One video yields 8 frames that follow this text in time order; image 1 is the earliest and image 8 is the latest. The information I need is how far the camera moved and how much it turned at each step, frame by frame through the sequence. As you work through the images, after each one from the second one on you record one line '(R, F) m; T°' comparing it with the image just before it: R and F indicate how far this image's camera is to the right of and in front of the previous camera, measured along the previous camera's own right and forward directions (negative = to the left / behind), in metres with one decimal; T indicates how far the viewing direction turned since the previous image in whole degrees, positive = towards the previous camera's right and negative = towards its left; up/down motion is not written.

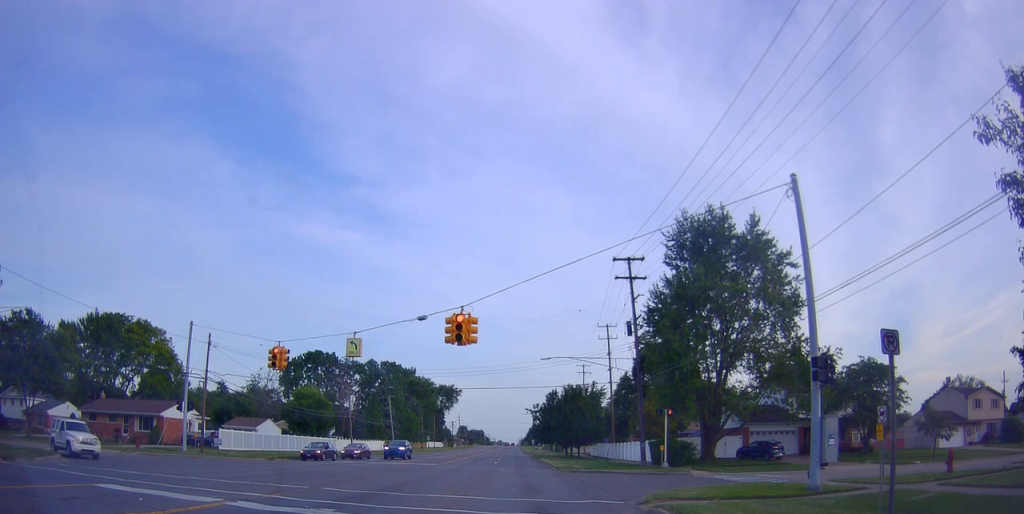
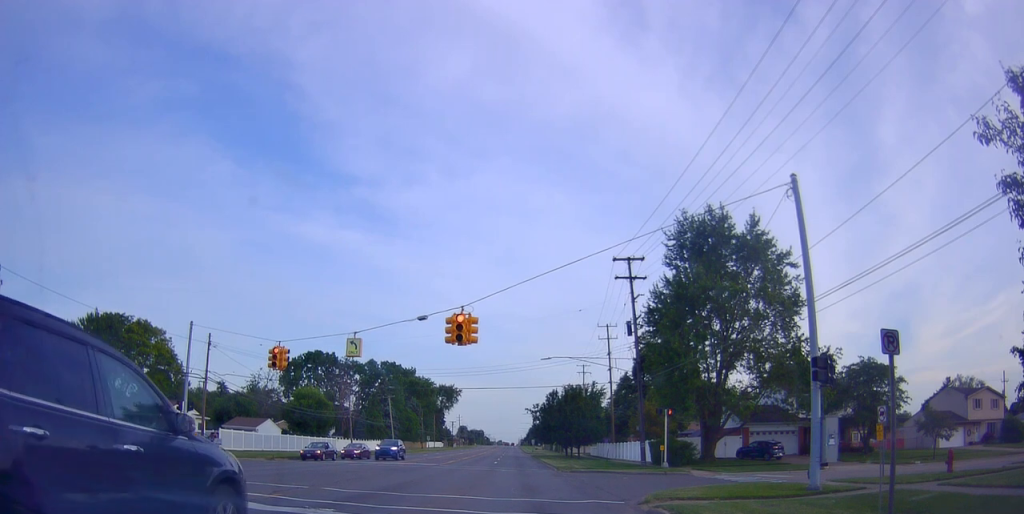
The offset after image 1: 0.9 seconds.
(0.0, 0.0) m; 0°
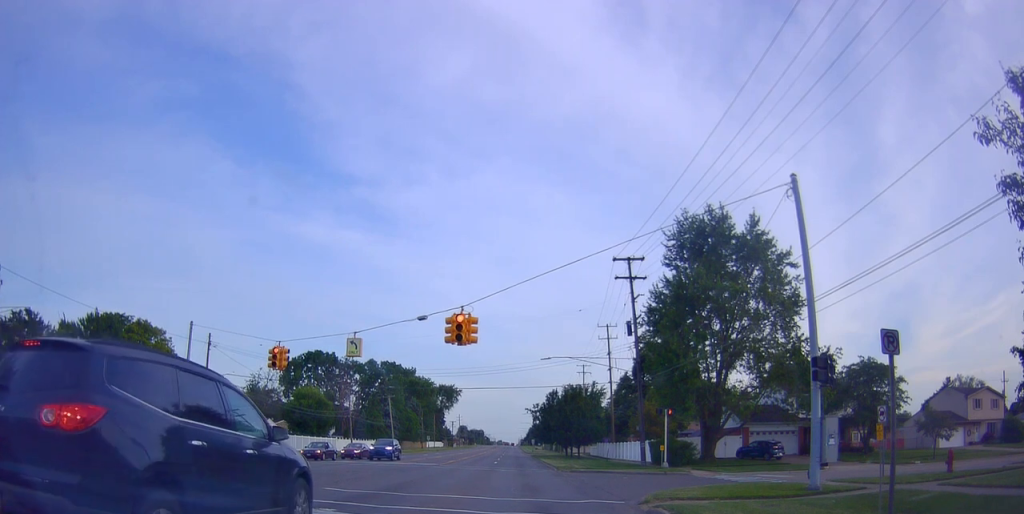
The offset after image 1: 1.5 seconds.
(0.0, 0.0) m; 0°
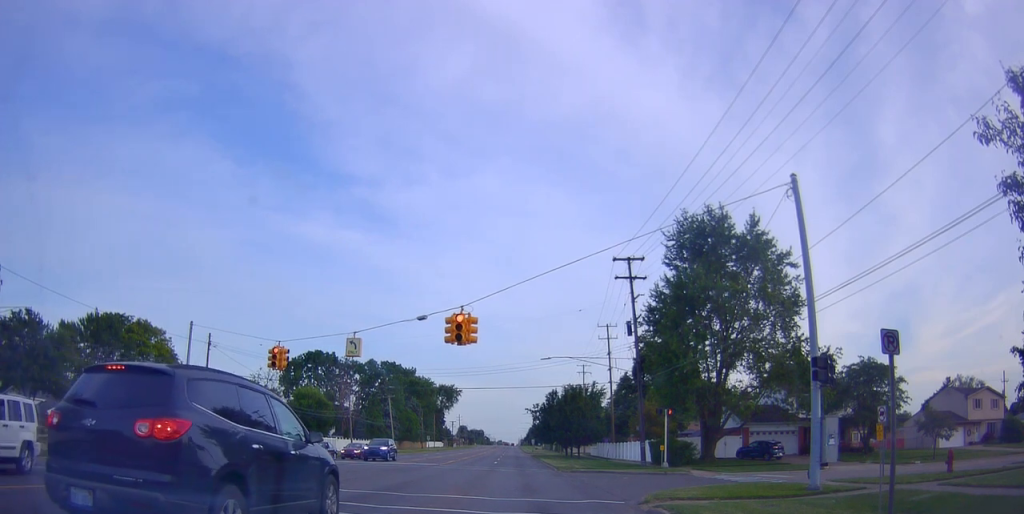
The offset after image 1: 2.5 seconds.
(0.0, 0.0) m; 0°
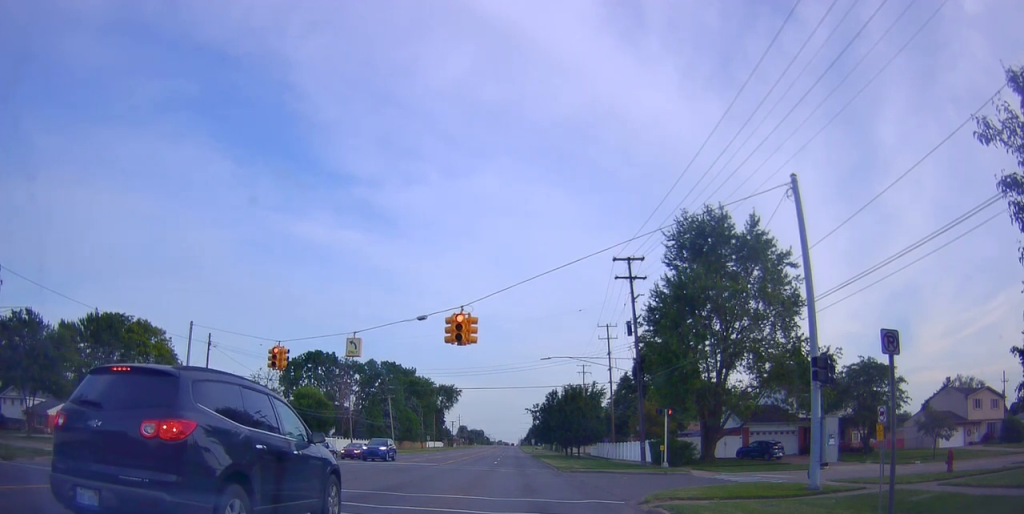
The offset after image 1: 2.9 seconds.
(0.0, 0.0) m; 0°
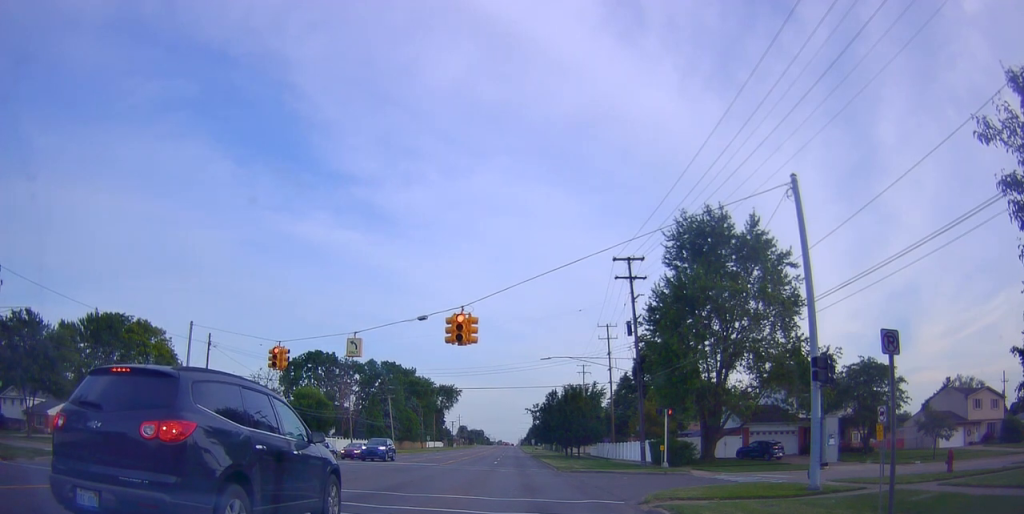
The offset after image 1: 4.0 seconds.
(0.0, 0.0) m; 0°
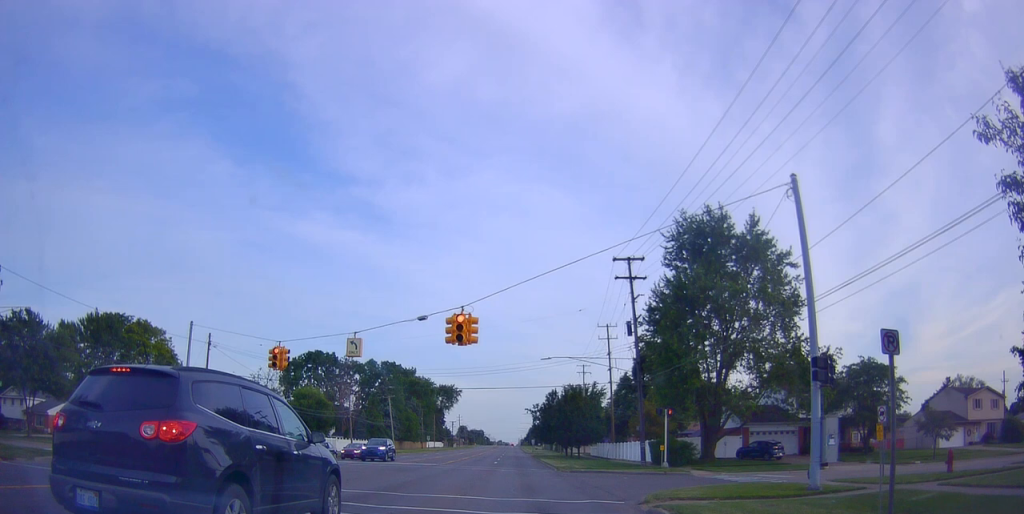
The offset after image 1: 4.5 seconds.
(0.0, 0.0) m; 0°
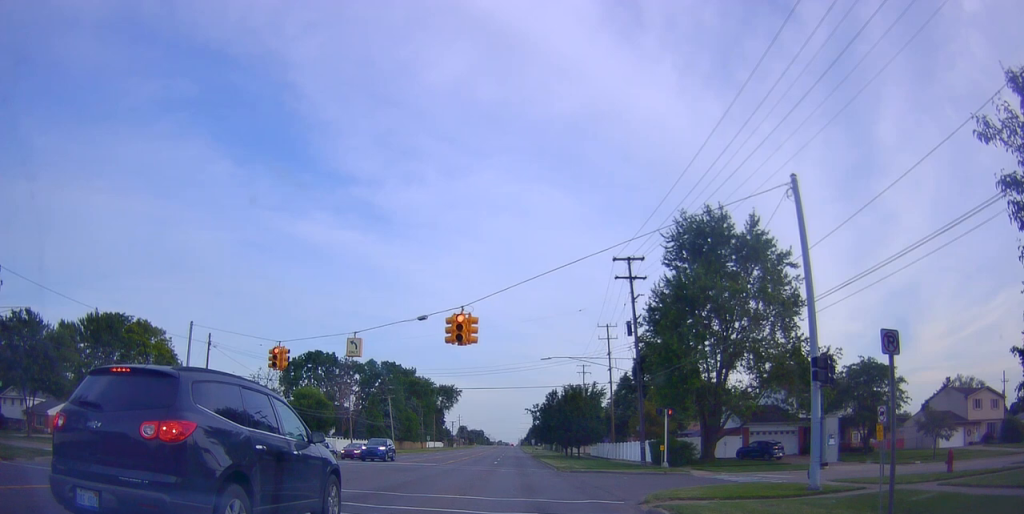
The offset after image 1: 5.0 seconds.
(0.0, 0.0) m; 0°
